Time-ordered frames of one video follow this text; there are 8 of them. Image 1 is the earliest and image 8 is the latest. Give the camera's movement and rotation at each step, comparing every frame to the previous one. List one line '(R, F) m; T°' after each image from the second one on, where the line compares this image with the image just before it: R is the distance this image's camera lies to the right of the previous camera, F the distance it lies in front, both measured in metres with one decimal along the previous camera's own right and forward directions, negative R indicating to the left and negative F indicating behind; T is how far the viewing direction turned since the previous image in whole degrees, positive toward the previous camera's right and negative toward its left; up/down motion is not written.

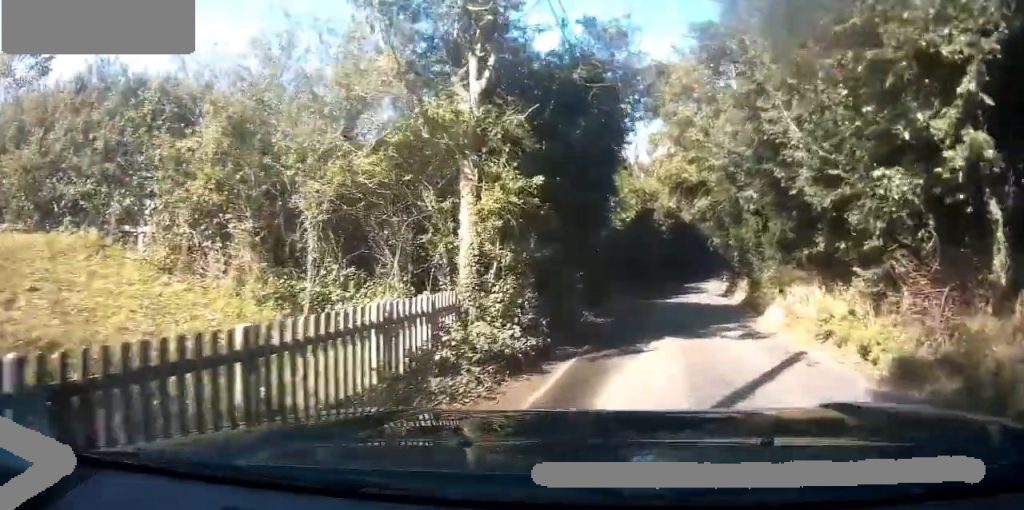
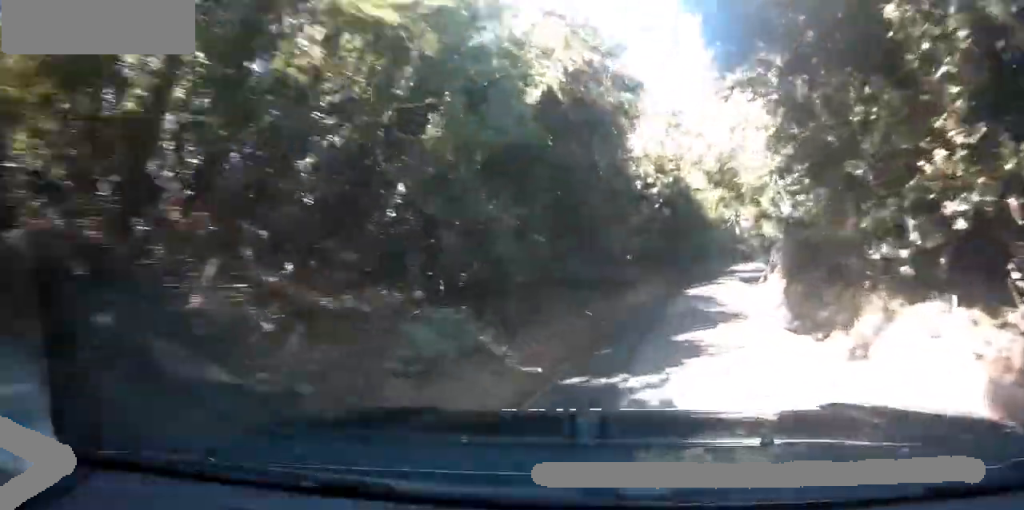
(0.0, +25.0) m; 0°
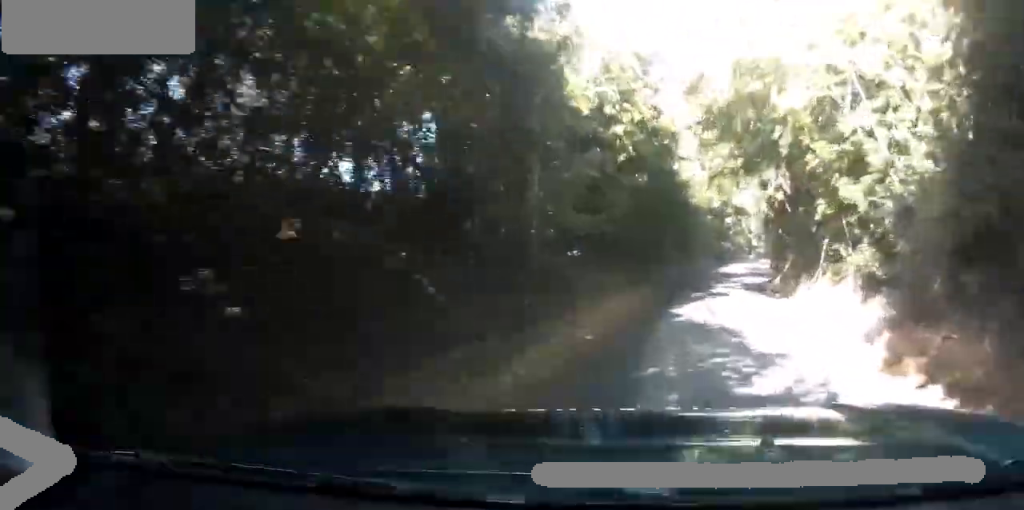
(0.0, +14.3) m; 0°
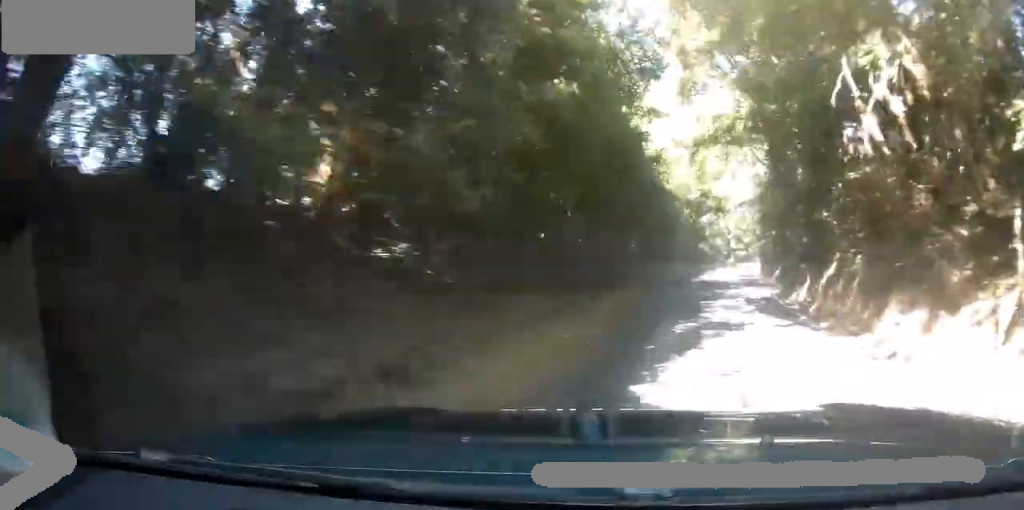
(0.0, +12.5) m; 0°
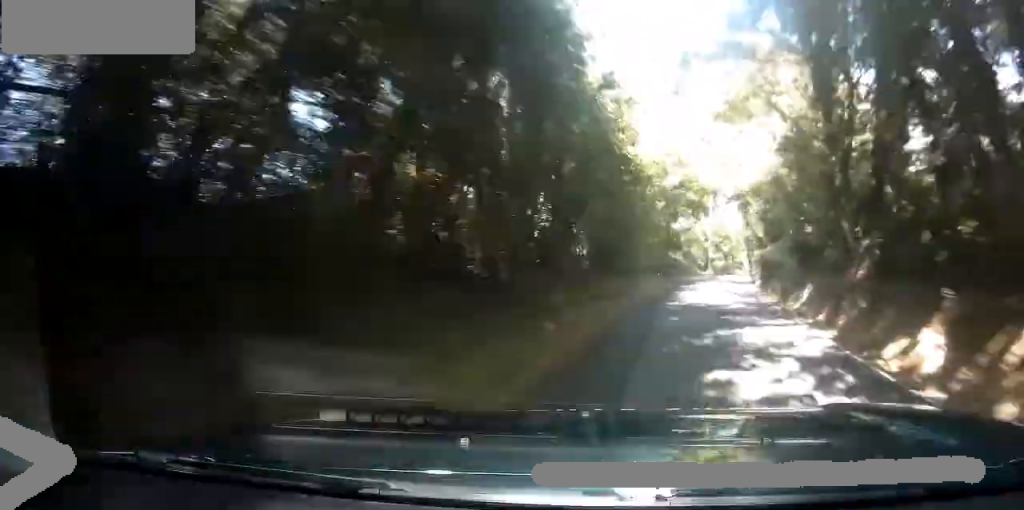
(0.0, +13.1) m; 0°
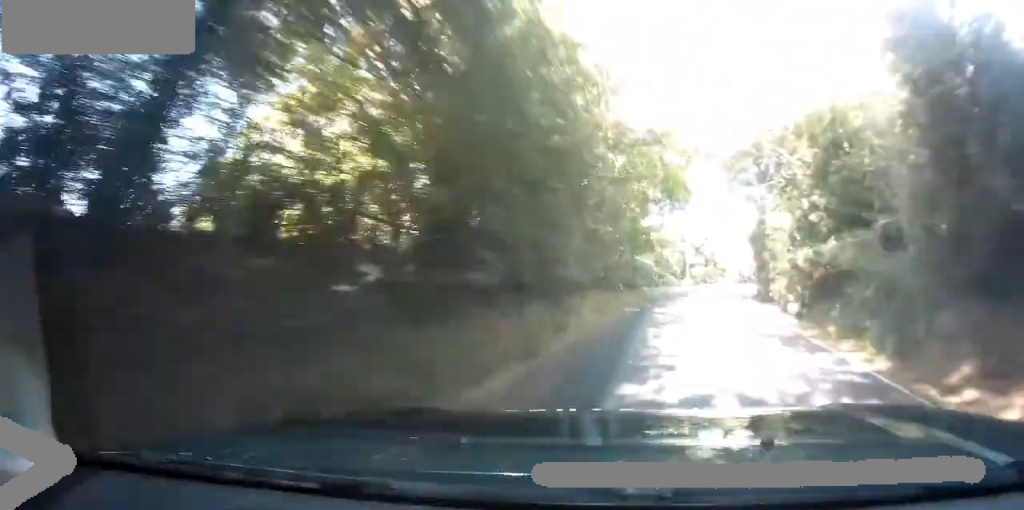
(0.0, +16.7) m; 0°
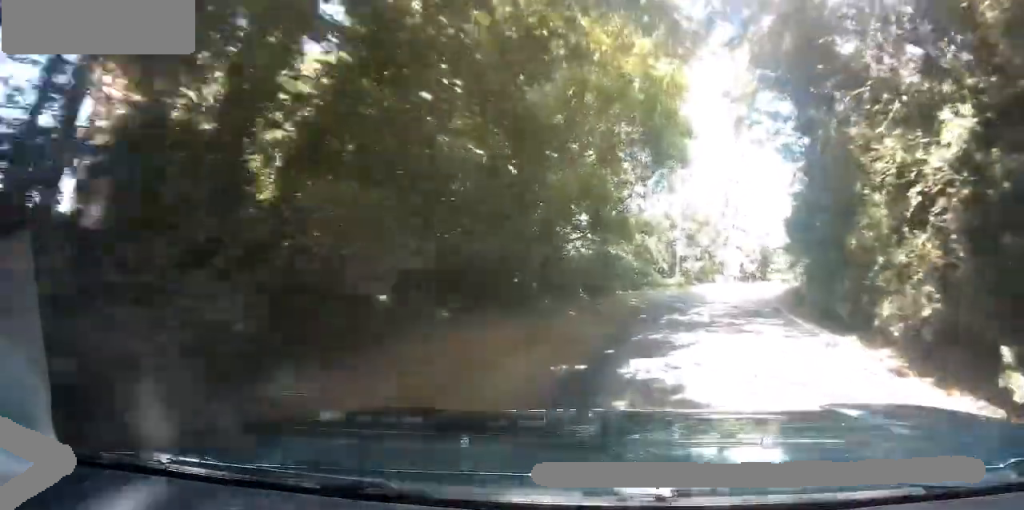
(0.0, +14.9) m; 0°
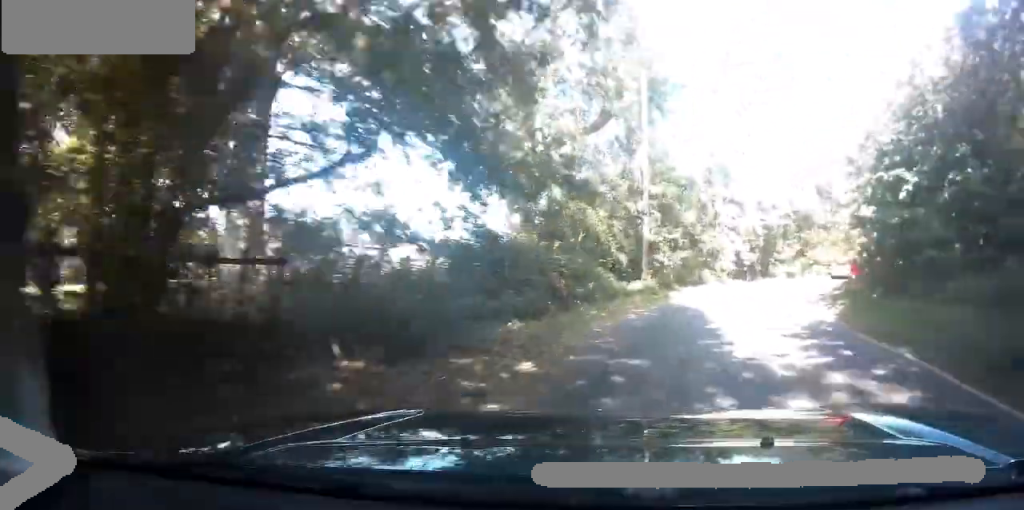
(0.0, +21.4) m; 0°
